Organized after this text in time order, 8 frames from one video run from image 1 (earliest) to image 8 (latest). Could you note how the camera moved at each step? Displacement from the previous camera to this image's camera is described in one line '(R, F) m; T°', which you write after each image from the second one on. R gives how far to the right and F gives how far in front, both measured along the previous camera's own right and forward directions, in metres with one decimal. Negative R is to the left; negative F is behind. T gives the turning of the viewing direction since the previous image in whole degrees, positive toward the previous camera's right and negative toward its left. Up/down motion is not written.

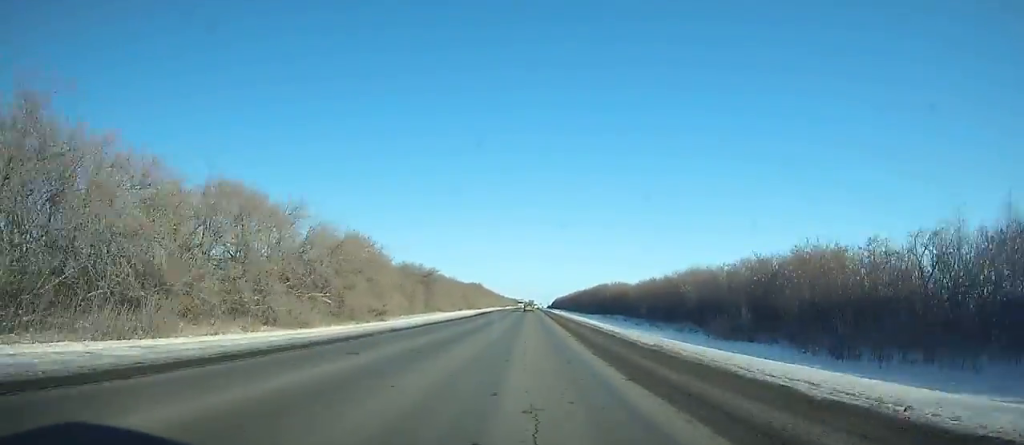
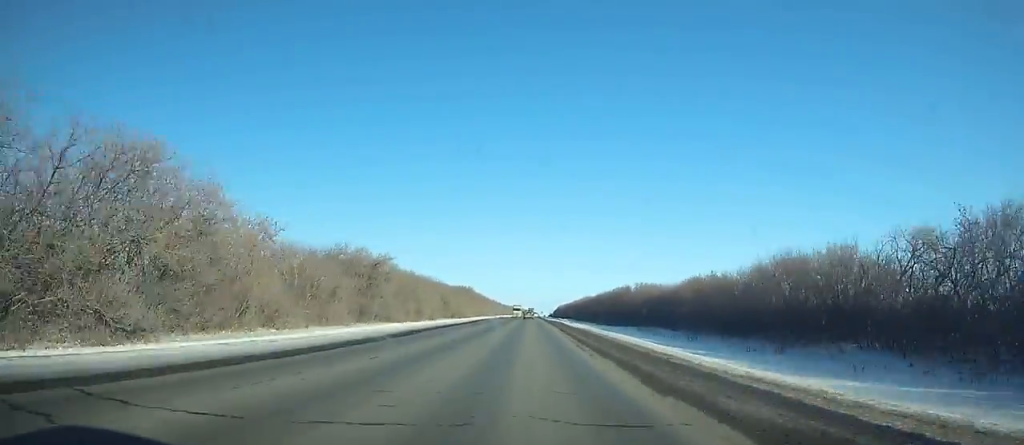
(0.0, +46.0) m; 0°
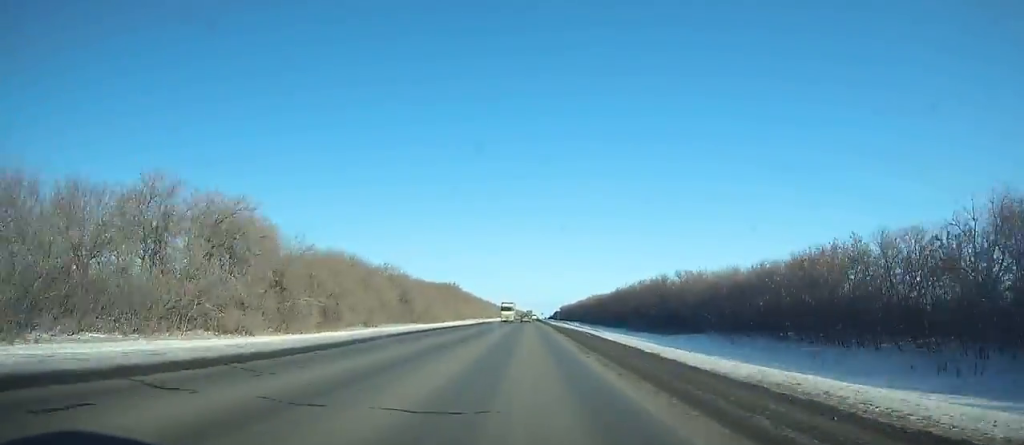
(0.0, +44.0) m; 0°
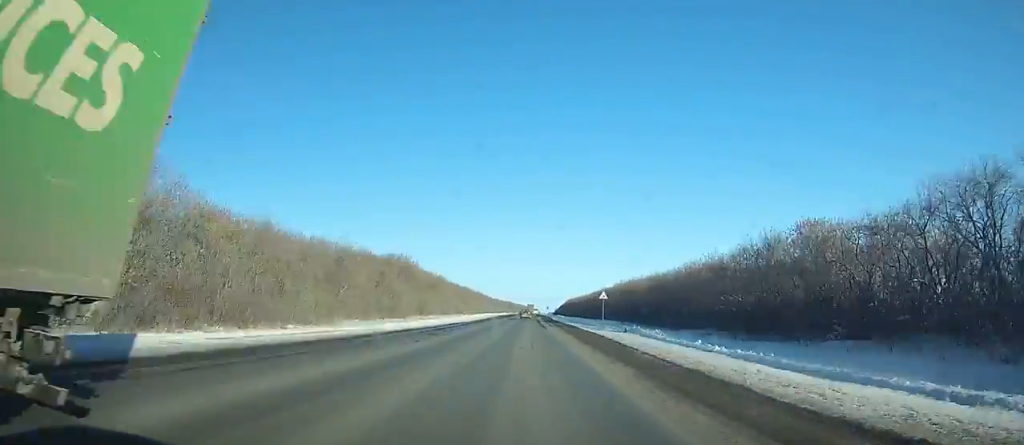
(0.0, +78.9) m; 0°
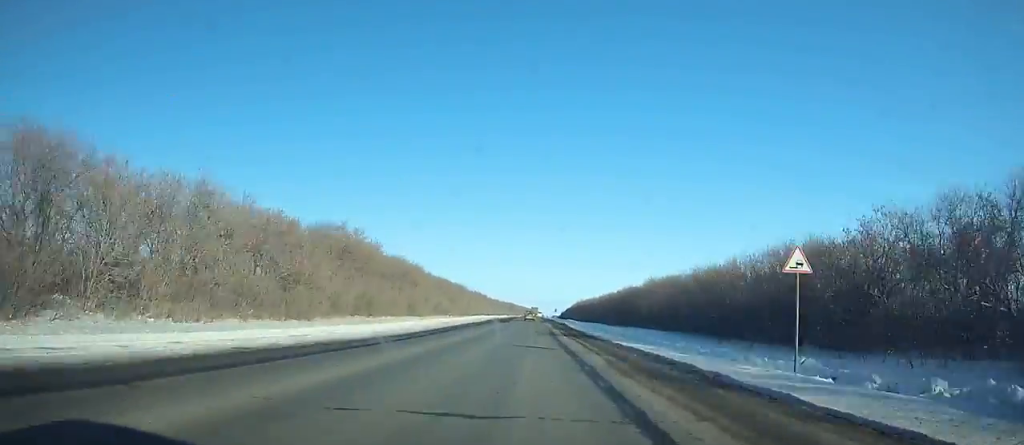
(0.0, +37.4) m; 0°
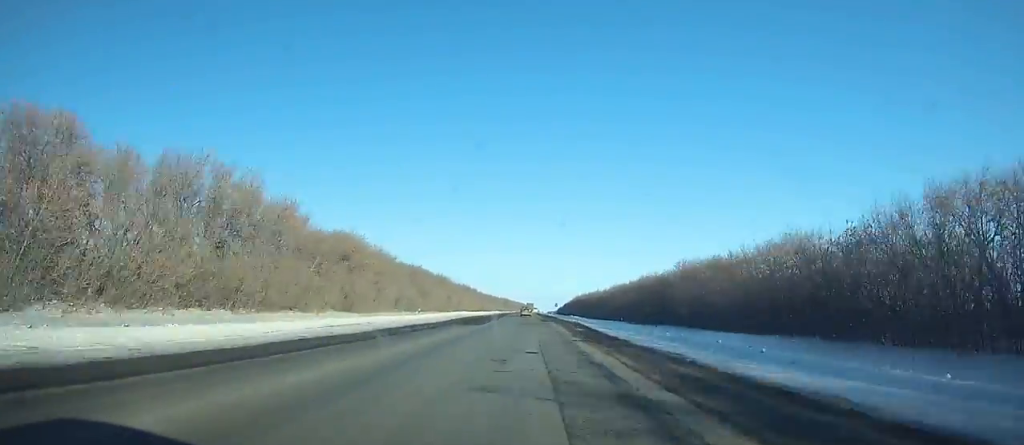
(0.0, +32.1) m; 0°
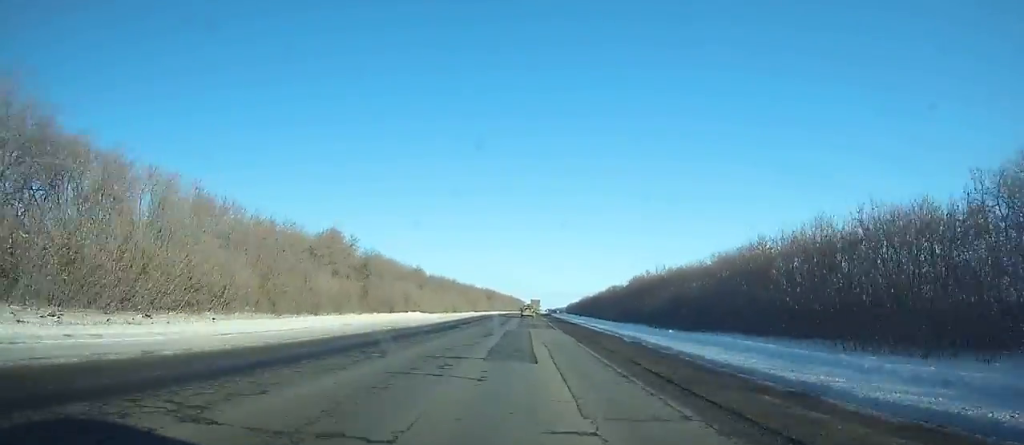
(+1.4, +177.3) m; +1°
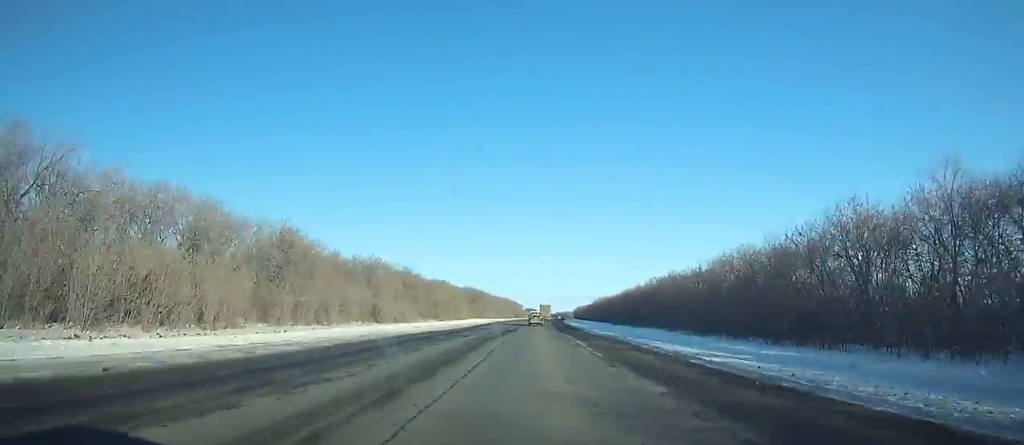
(+0.2, +79.4) m; 0°
